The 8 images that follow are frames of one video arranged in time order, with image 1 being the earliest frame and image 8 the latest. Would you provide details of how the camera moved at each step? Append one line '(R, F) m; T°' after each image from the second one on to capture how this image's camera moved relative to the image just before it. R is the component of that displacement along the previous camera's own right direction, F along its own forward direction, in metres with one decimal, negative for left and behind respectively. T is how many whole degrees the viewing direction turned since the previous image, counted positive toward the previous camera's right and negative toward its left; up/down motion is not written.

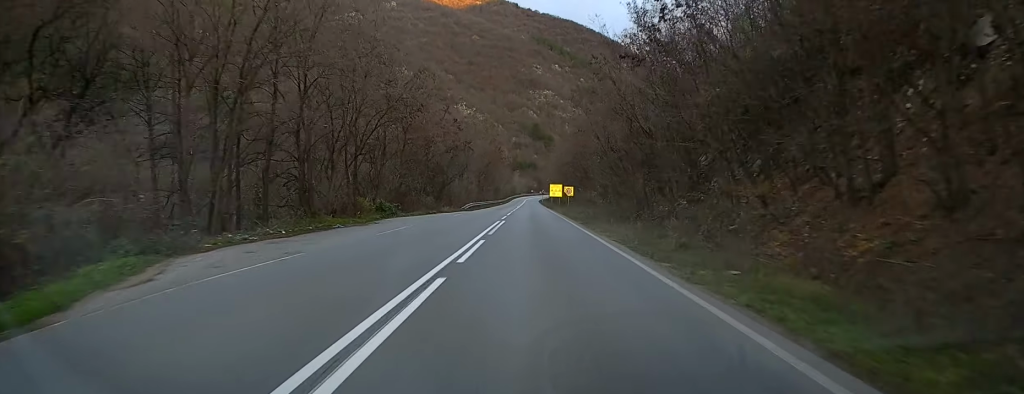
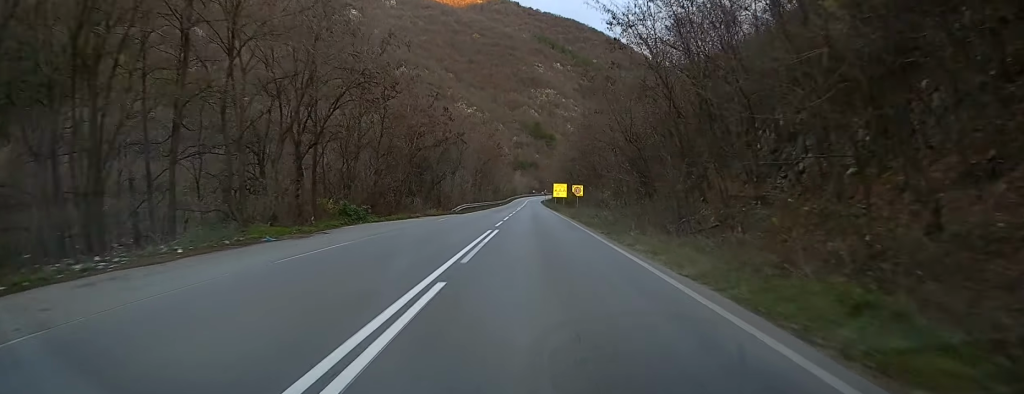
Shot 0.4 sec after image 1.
(0.0, +9.0) m; 0°
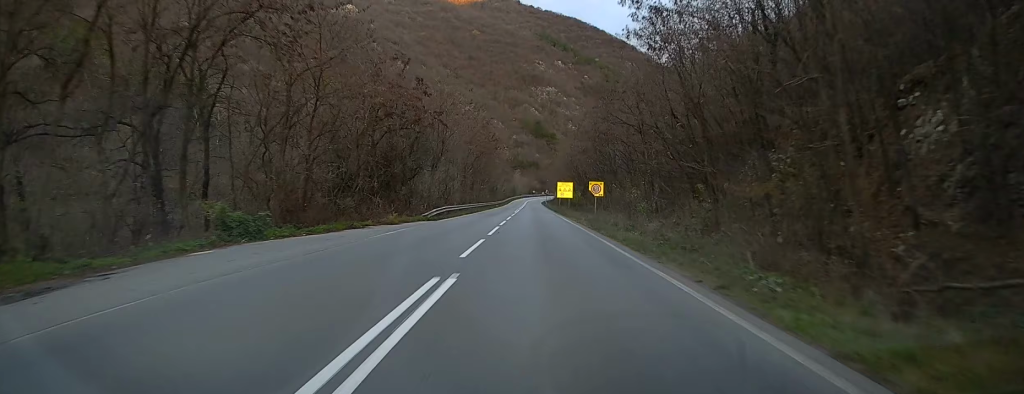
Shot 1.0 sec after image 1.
(0.0, +14.3) m; 0°
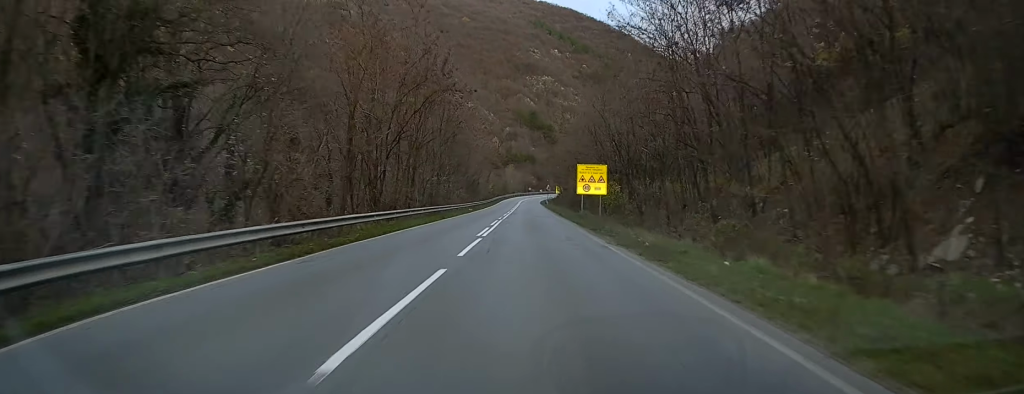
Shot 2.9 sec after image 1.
(+0.3, +43.0) m; +1°
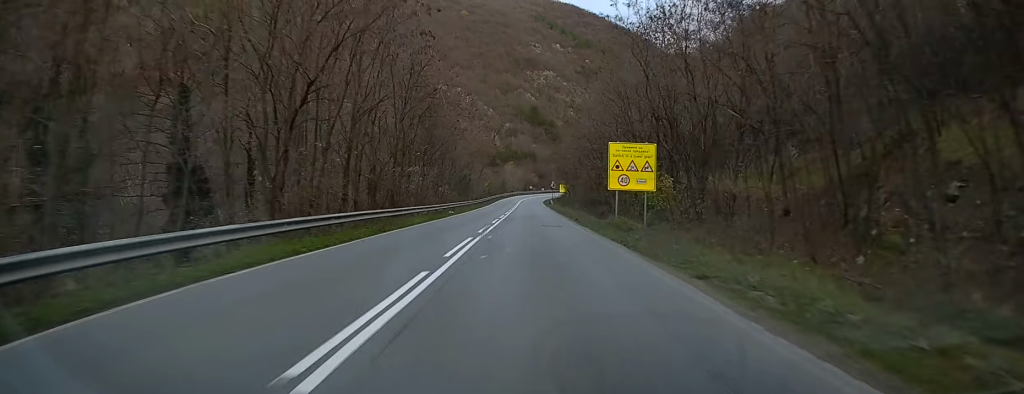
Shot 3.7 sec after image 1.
(+0.2, +17.4) m; 0°
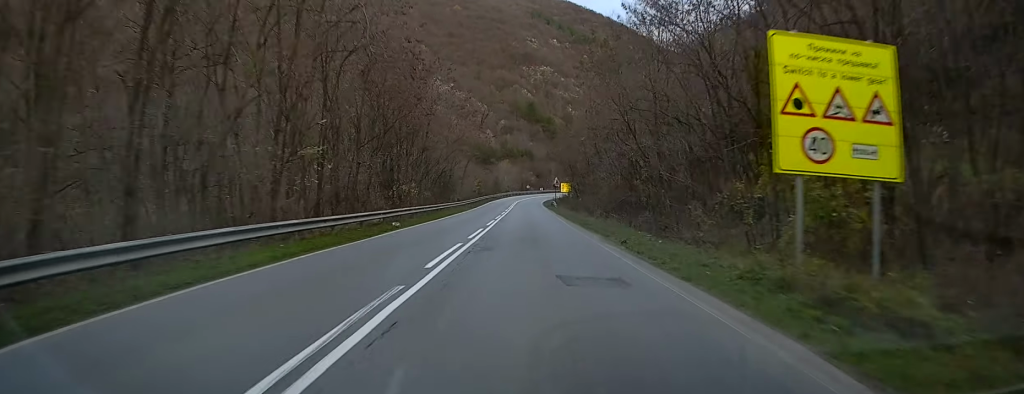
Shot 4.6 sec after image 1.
(-0.2, +19.6) m; -1°
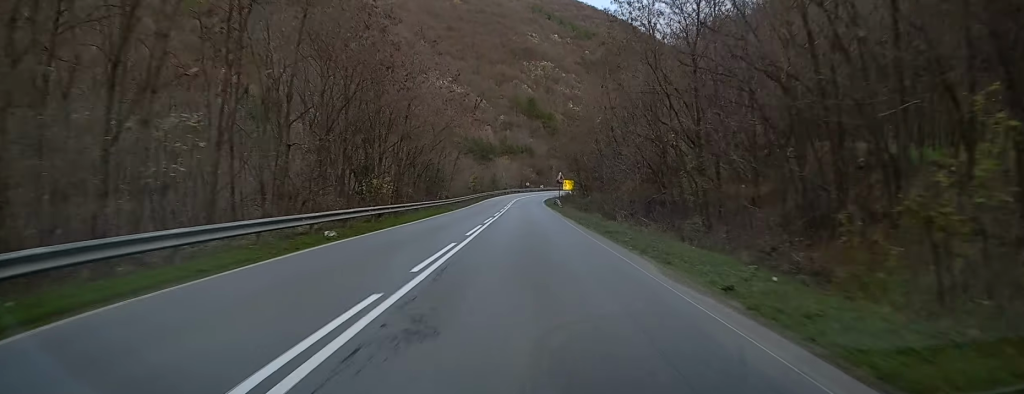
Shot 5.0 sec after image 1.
(0.0, +9.8) m; 0°
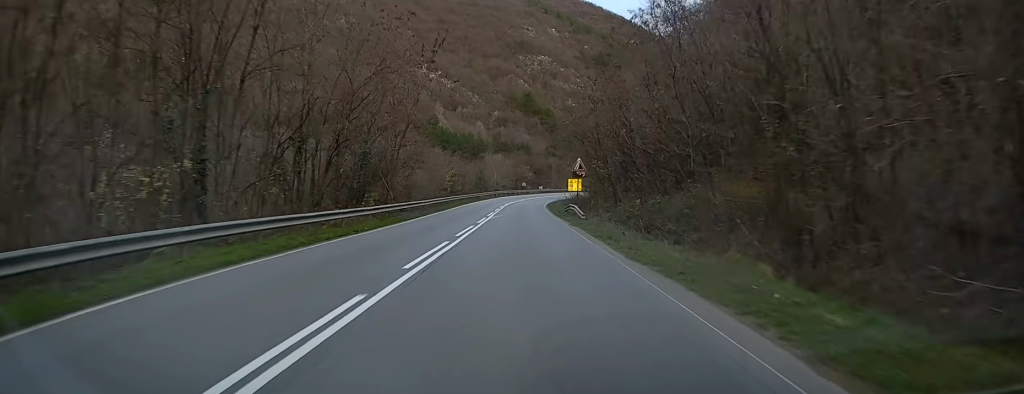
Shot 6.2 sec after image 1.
(+0.1, +26.8) m; 0°
